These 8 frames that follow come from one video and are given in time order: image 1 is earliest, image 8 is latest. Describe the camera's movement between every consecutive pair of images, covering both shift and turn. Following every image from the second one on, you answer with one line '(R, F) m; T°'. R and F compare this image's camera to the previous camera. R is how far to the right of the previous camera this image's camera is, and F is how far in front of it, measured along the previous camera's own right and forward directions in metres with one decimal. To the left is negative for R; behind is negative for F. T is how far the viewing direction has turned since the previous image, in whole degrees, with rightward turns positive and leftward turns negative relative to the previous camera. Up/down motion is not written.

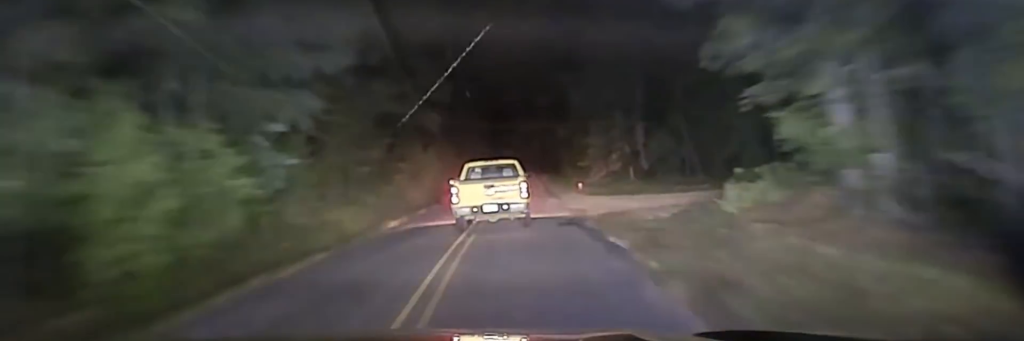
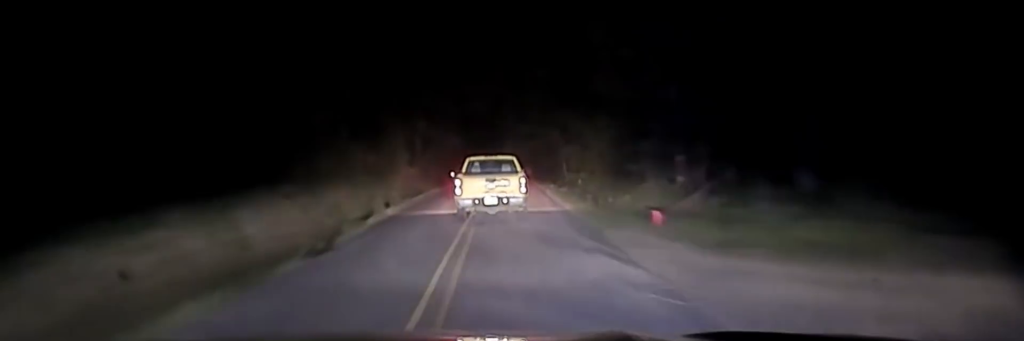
(0.0, +27.8) m; 0°
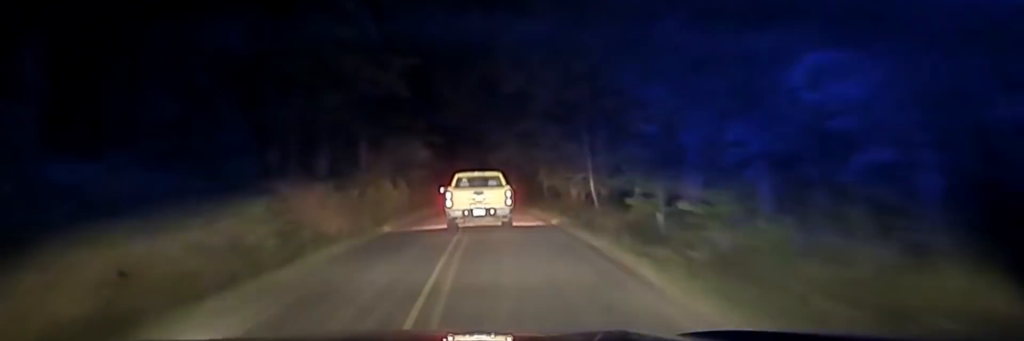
(+0.1, +31.9) m; +1°
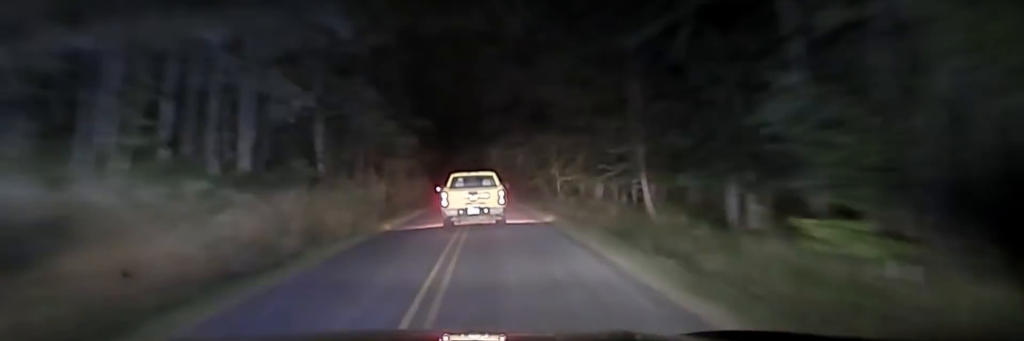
(+0.1, +17.0) m; +1°
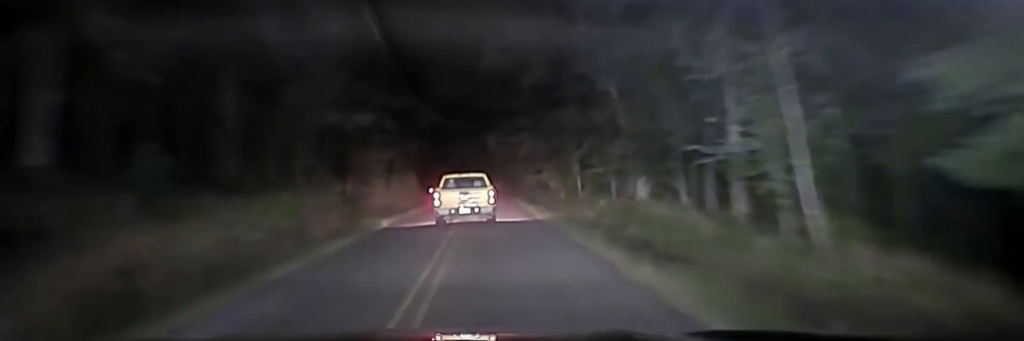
(+0.1, +17.0) m; 0°
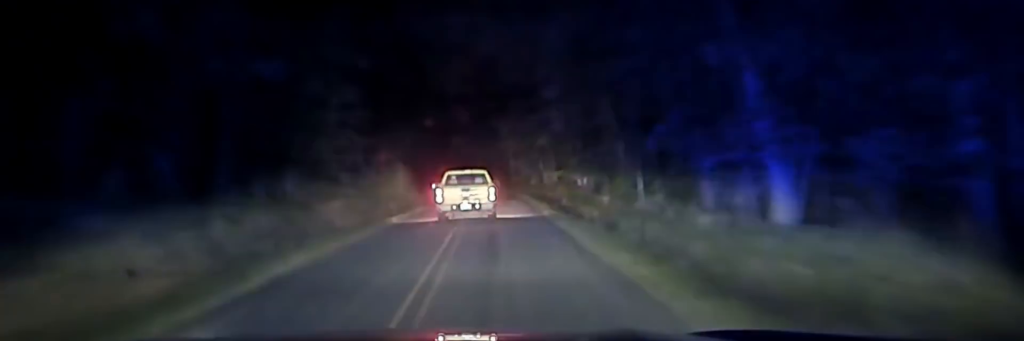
(+0.2, +17.1) m; 0°
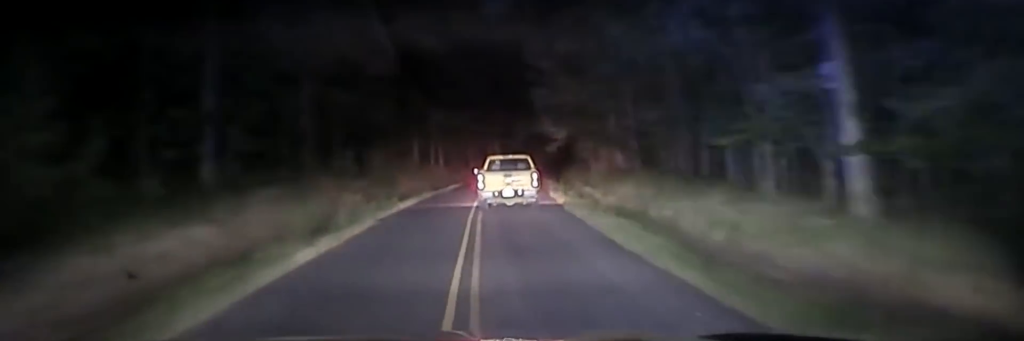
(-3.2, +94.9) m; -2°
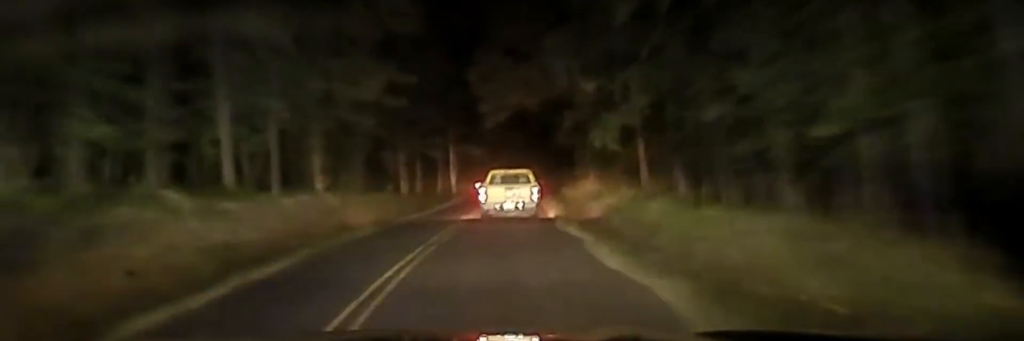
(+0.8, +44.9) m; +2°
